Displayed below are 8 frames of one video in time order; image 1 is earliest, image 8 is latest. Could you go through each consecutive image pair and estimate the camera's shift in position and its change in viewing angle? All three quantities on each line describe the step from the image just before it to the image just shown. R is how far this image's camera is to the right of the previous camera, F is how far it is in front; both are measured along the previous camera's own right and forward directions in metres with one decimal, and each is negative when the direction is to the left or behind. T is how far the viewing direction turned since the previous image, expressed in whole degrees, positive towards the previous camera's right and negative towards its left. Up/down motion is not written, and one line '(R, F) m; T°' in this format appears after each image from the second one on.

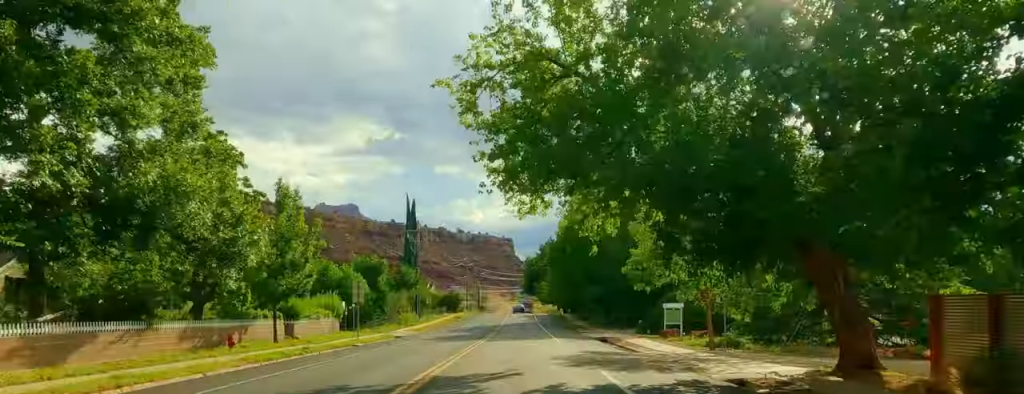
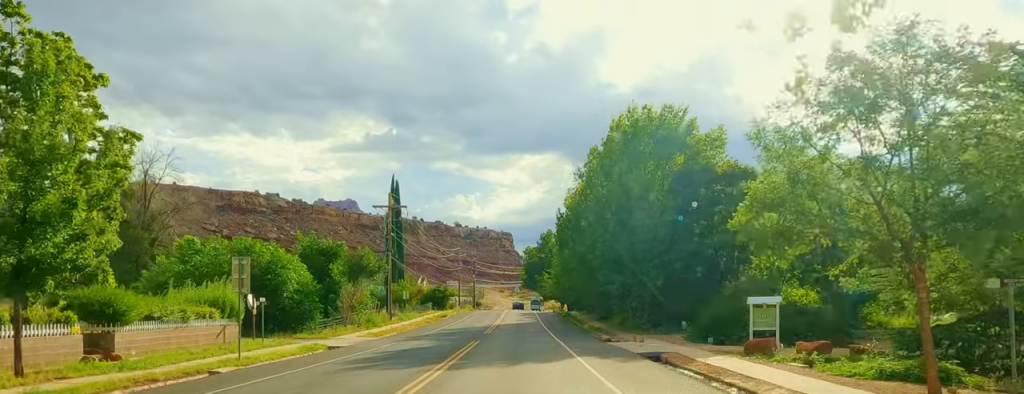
(-0.5, +17.7) m; 0°
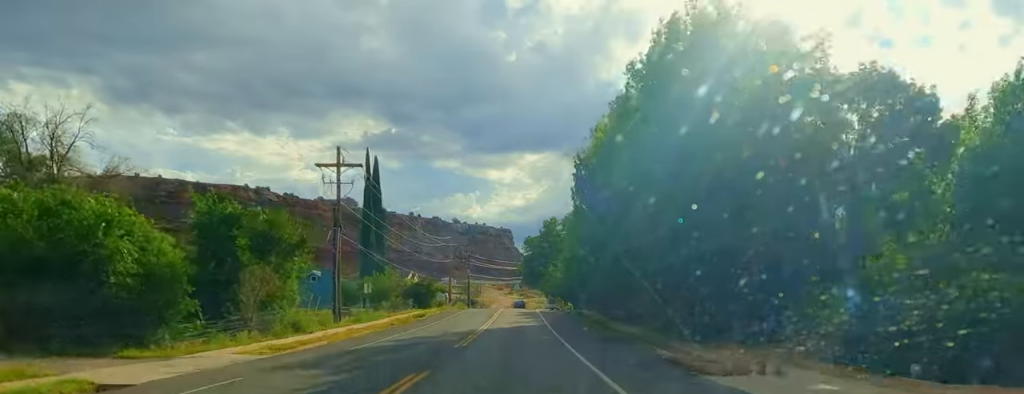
(+0.8, +18.3) m; 0°
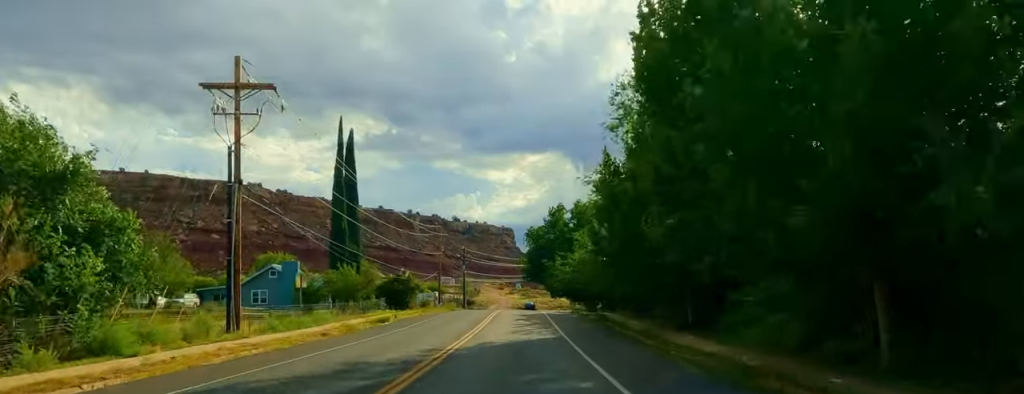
(+0.3, +17.2) m; 0°
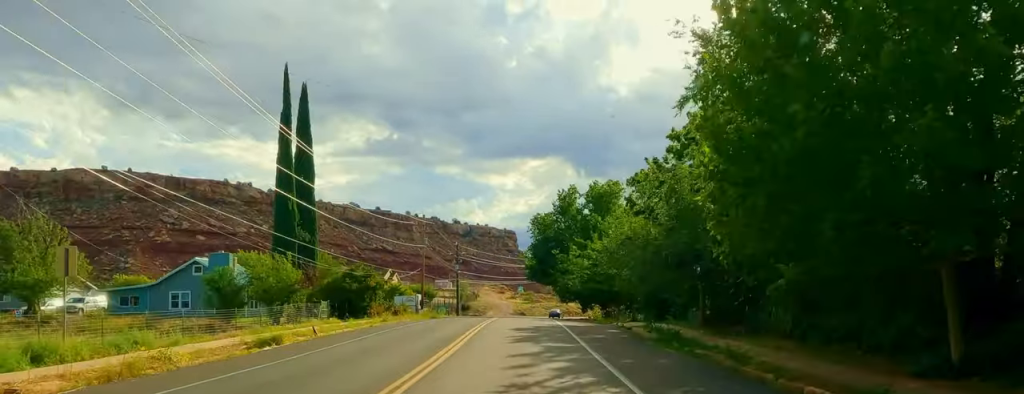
(-0.9, +20.0) m; 0°
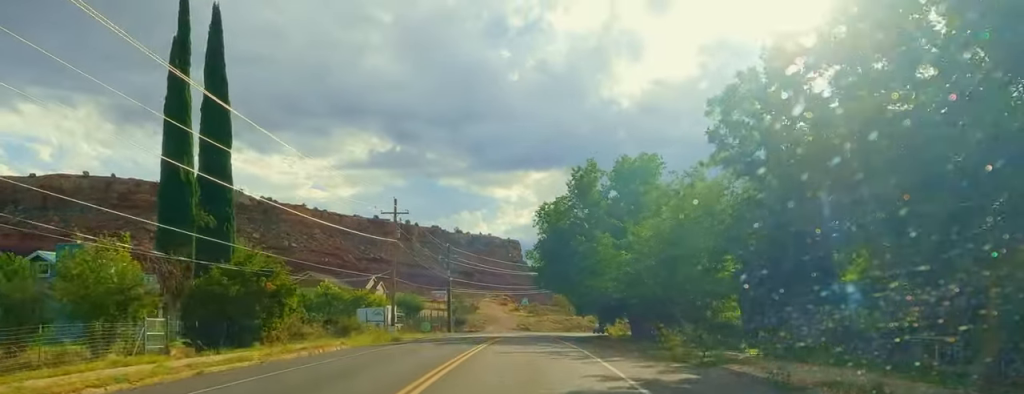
(+0.1, +21.1) m; +1°
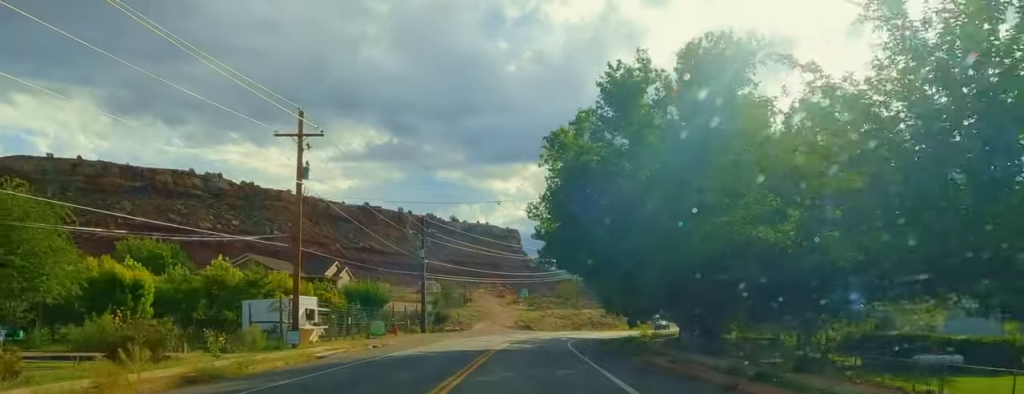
(+0.8, +26.3) m; +2°
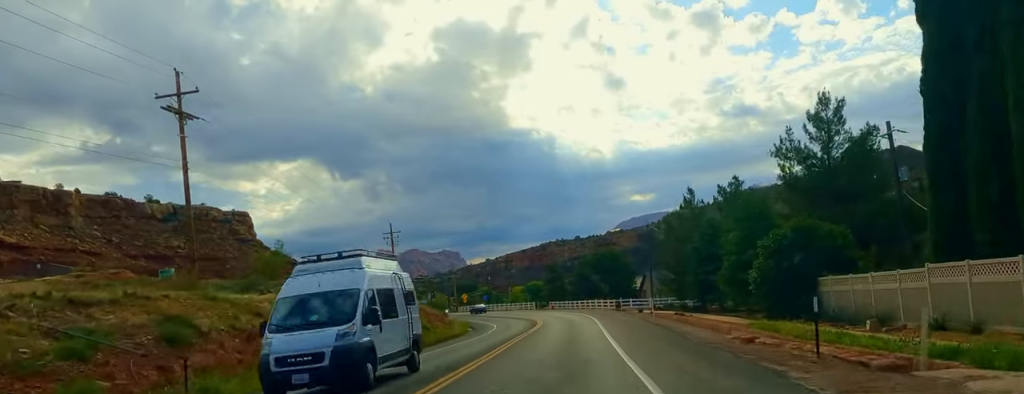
(+14.9, +100.3) m; +17°
